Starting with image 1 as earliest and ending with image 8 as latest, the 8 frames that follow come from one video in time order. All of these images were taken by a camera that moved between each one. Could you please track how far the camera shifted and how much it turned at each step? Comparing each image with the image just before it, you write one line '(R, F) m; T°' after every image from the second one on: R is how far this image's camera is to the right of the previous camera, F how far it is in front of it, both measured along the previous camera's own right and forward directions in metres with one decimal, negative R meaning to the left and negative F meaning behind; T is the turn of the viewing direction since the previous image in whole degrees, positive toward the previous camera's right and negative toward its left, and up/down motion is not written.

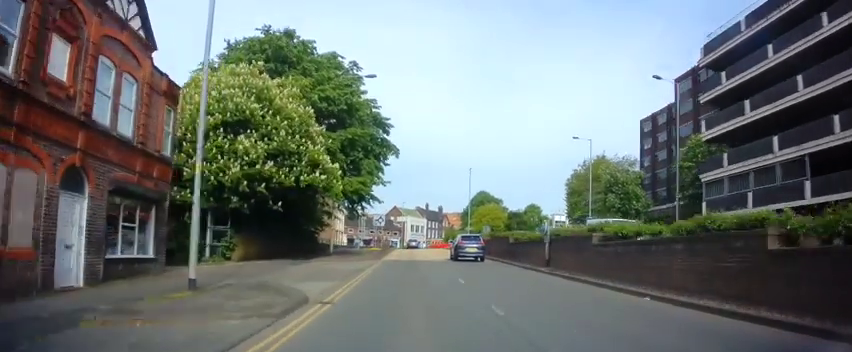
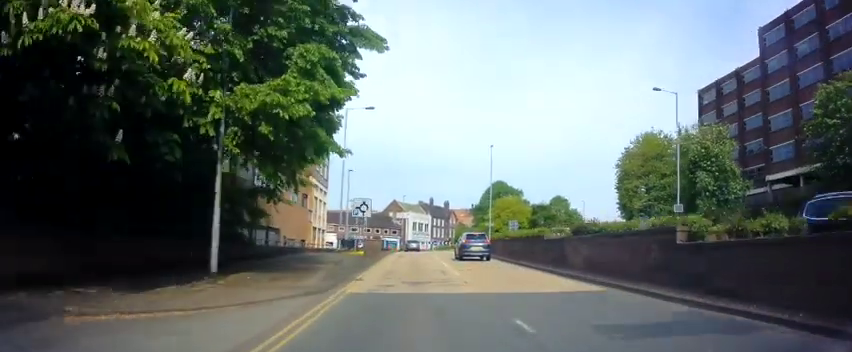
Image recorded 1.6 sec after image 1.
(0.0, +18.7) m; 0°
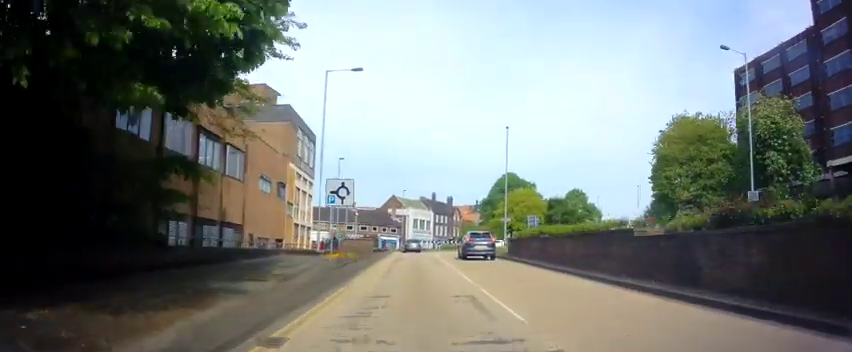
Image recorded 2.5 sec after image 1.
(0.0, +9.3) m; -1°
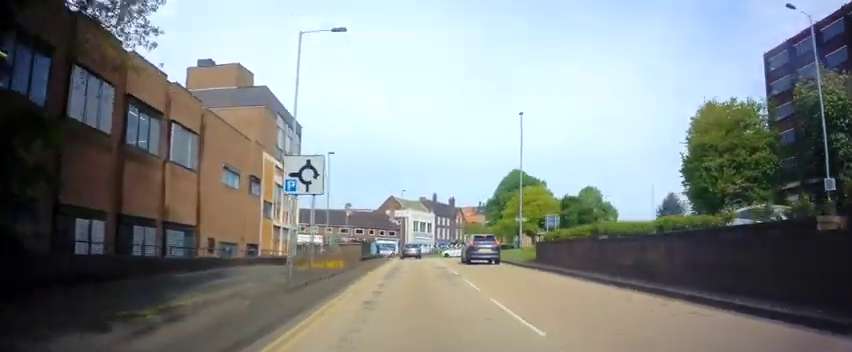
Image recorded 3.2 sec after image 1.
(0.0, +7.1) m; -1°
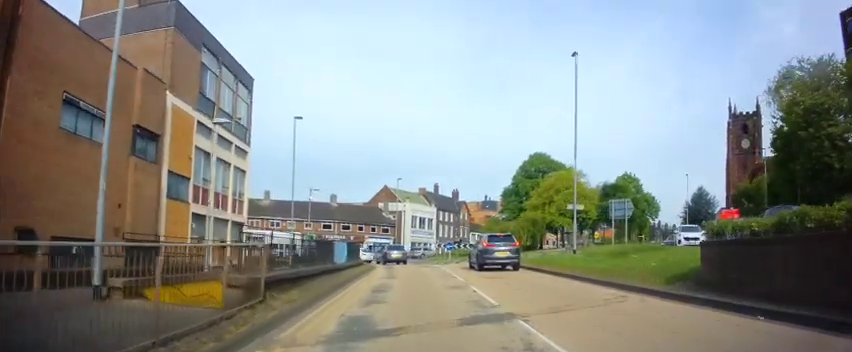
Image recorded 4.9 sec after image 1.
(-0.1, +14.6) m; -1°
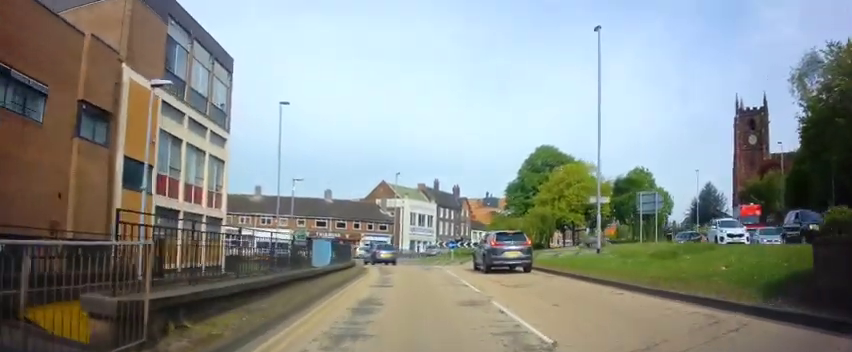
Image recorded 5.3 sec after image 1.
(0.0, +3.8) m; 0°
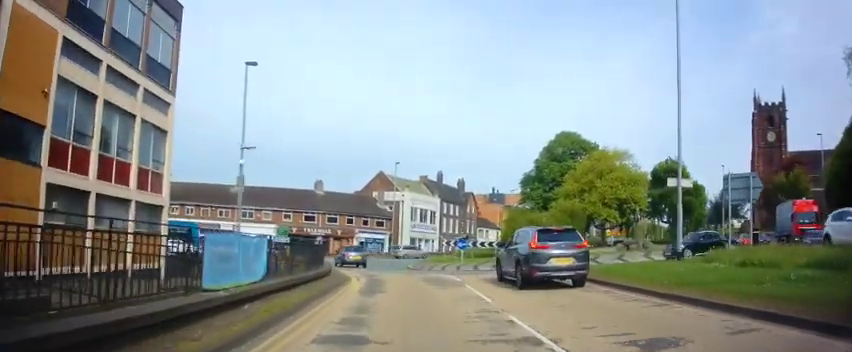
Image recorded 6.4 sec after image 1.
(0.0, +7.9) m; +3°
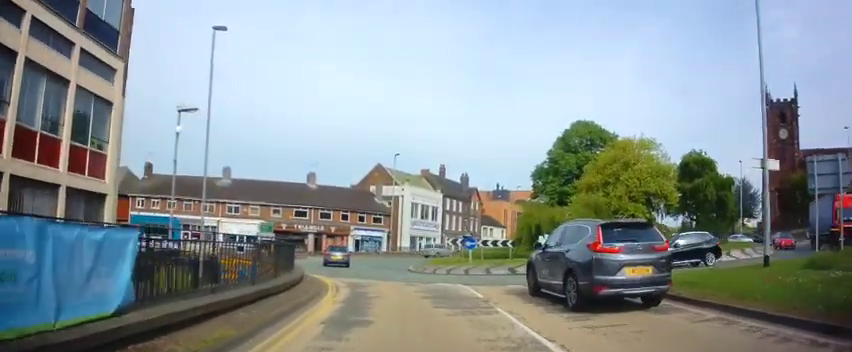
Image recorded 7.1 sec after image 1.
(+0.5, +5.1) m; +1°
